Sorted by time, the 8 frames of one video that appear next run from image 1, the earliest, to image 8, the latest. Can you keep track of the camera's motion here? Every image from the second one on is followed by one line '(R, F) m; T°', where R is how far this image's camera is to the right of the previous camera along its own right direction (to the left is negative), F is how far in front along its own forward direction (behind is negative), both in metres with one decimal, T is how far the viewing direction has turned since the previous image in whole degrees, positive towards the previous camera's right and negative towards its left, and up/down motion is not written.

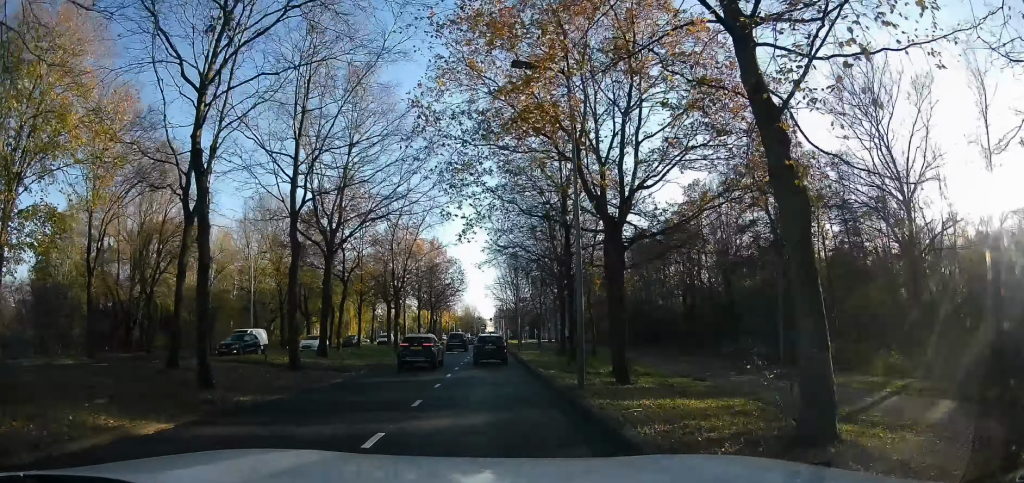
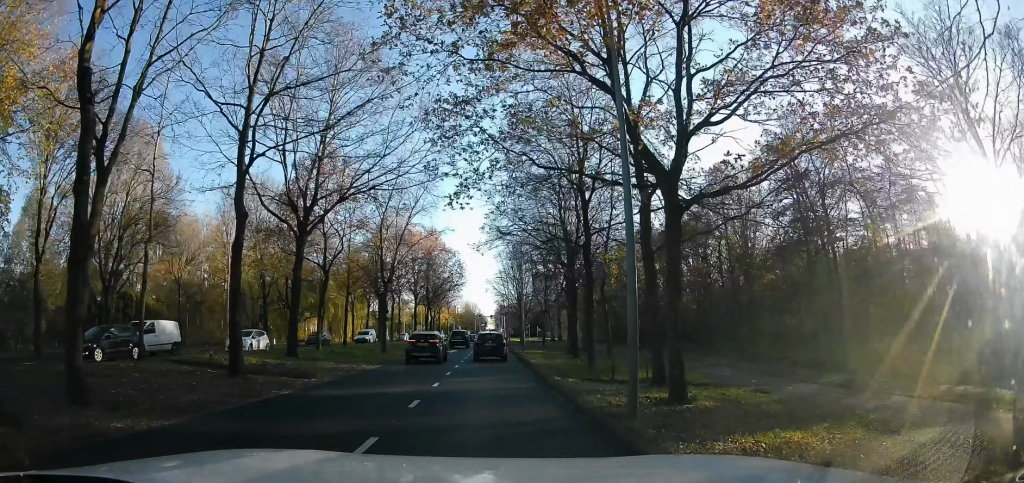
(+0.1, +4.5) m; +1°
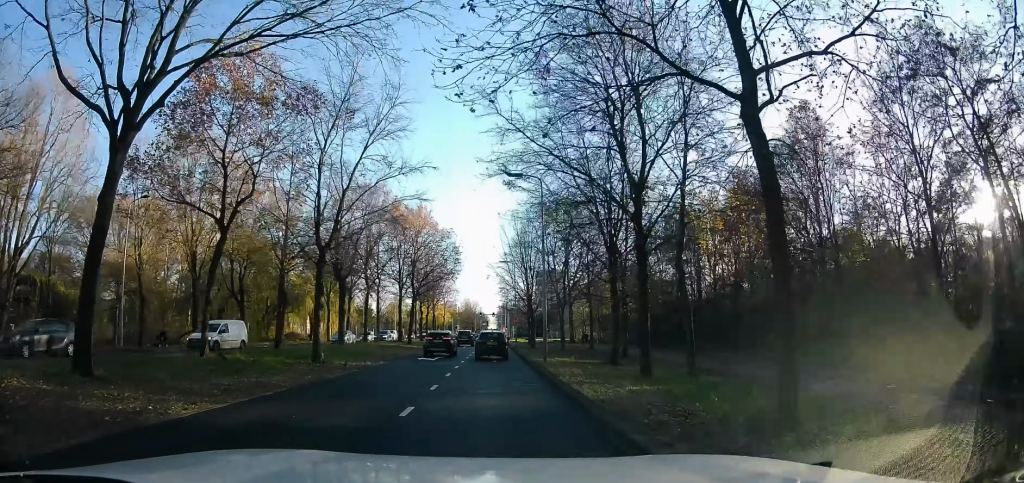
(+0.1, +13.6) m; 0°
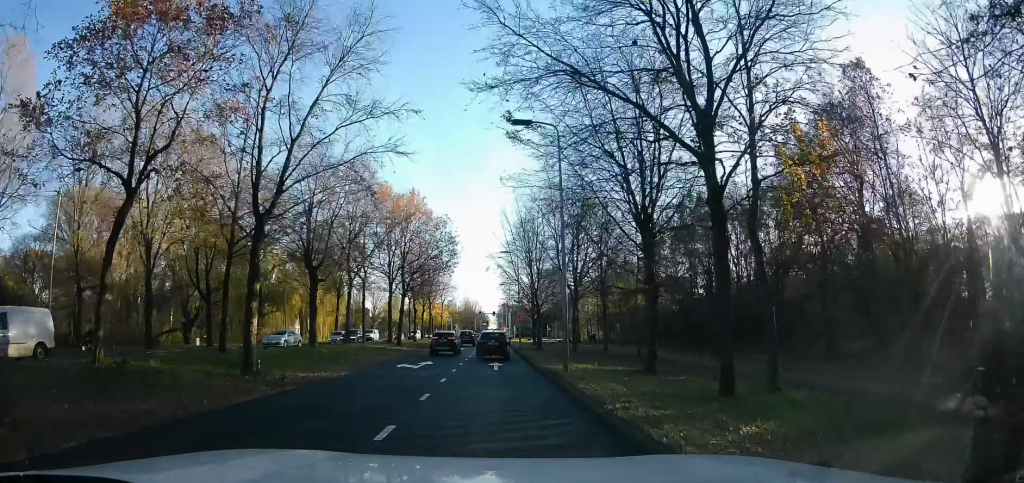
(0.0, +6.0) m; 0°
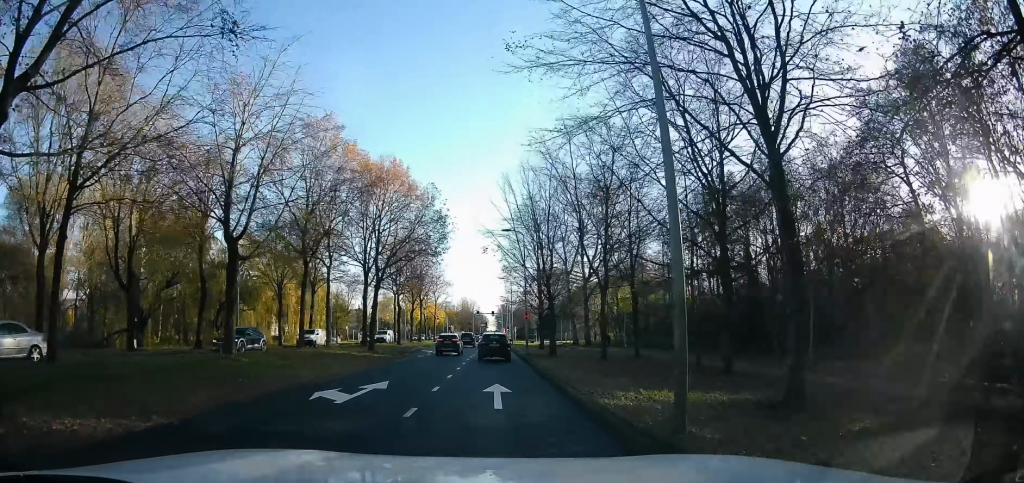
(0.0, +9.9) m; 0°
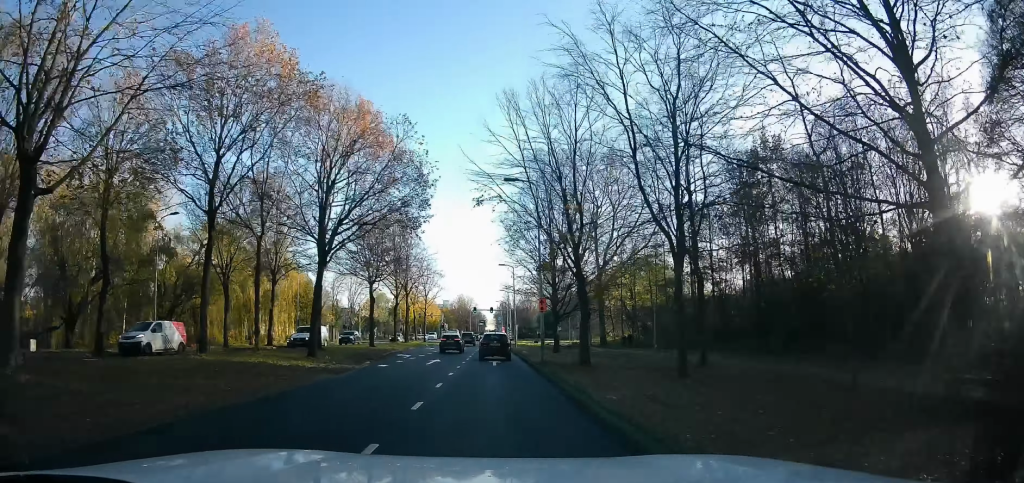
(+0.2, +11.2) m; +1°
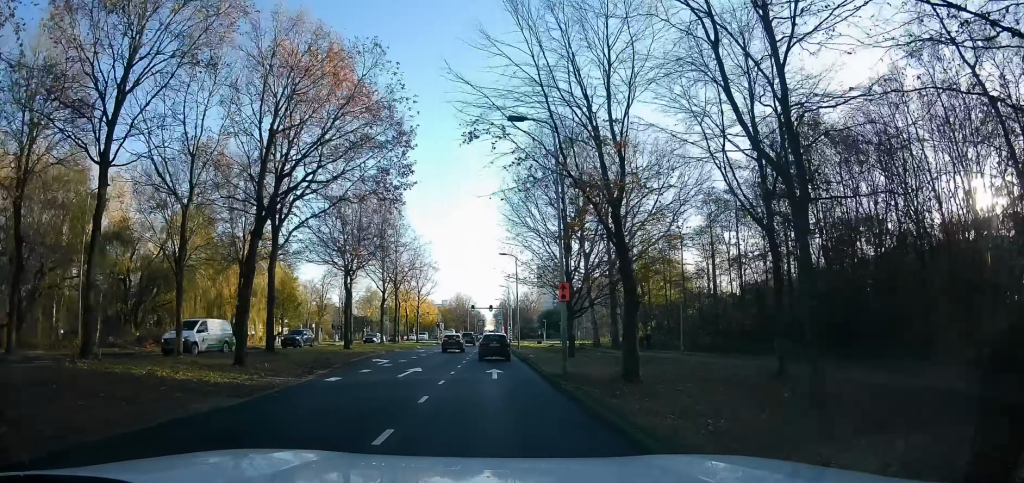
(+0.3, +6.8) m; -2°
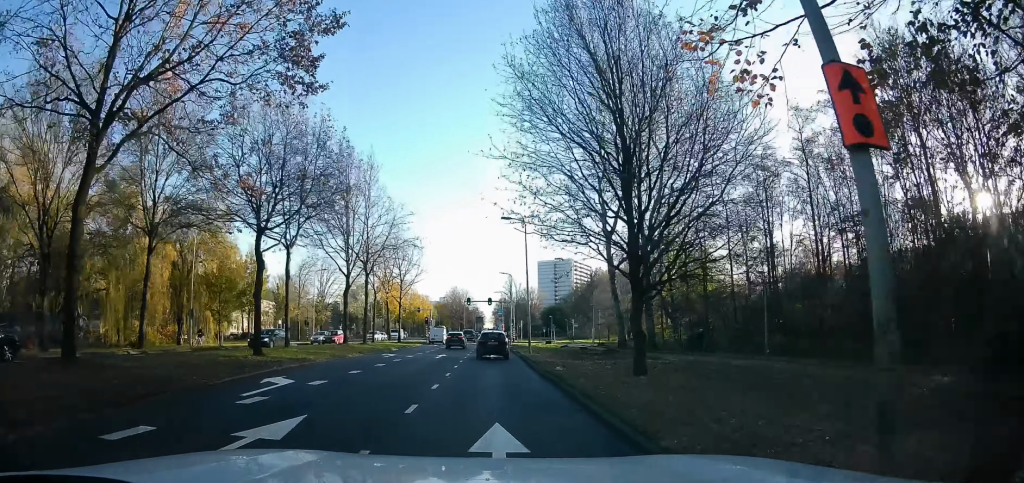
(-0.9, +13.3) m; -3°
